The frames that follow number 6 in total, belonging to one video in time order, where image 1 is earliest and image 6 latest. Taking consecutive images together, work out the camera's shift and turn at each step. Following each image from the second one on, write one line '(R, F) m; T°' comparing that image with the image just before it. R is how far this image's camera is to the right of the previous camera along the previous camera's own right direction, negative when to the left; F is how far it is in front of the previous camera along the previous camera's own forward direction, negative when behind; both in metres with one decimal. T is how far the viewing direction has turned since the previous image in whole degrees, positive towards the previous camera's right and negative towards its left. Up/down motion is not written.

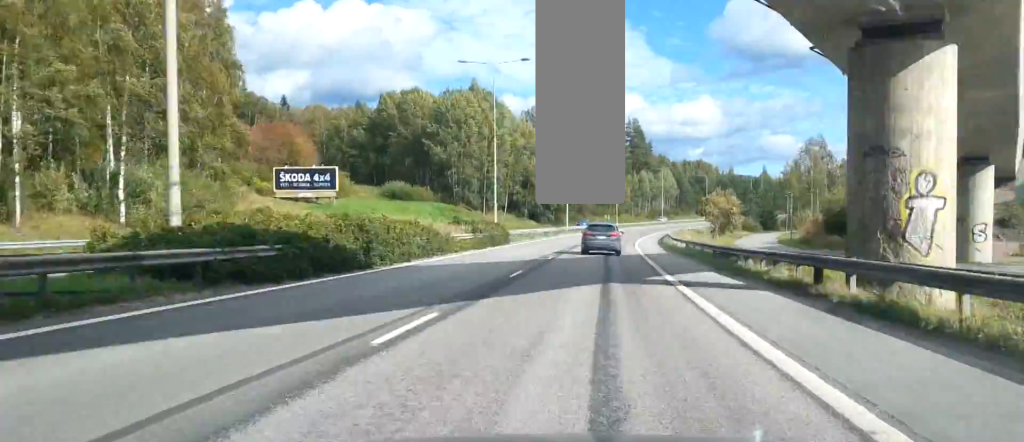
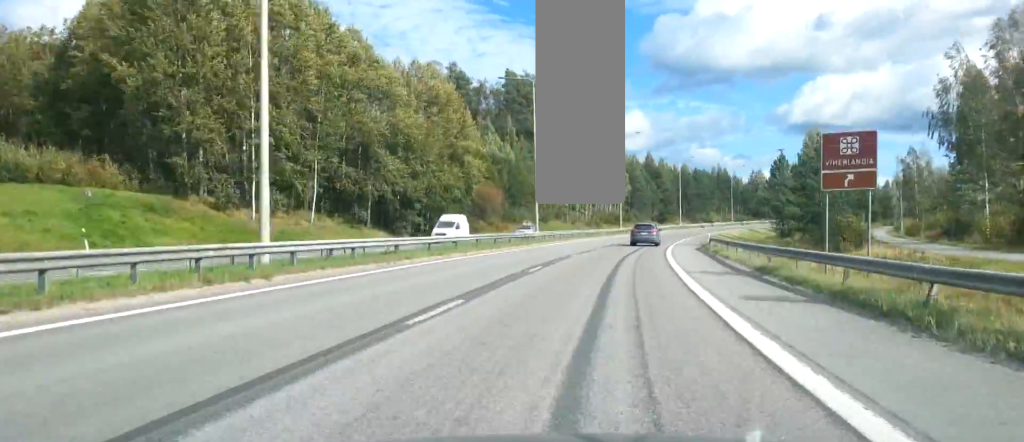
(+2.7, +86.5) m; +6°
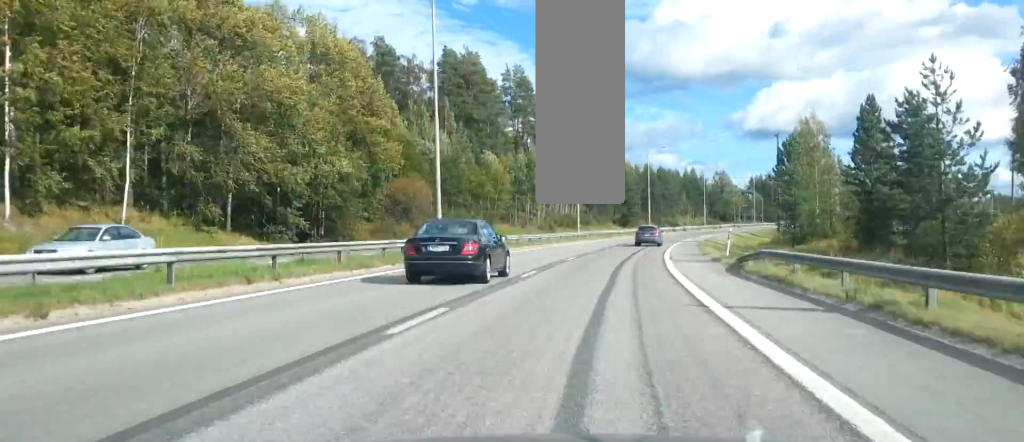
(+1.0, +25.3) m; +3°
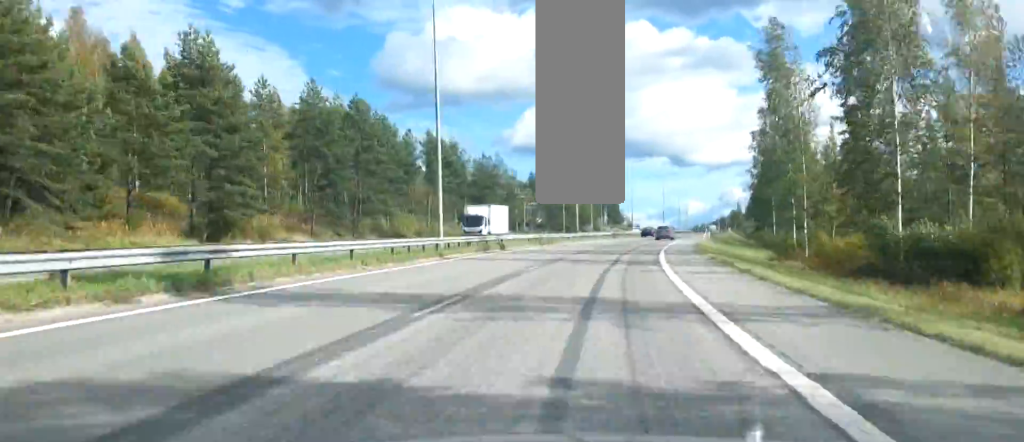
(+17.9, +126.2) m; +15°
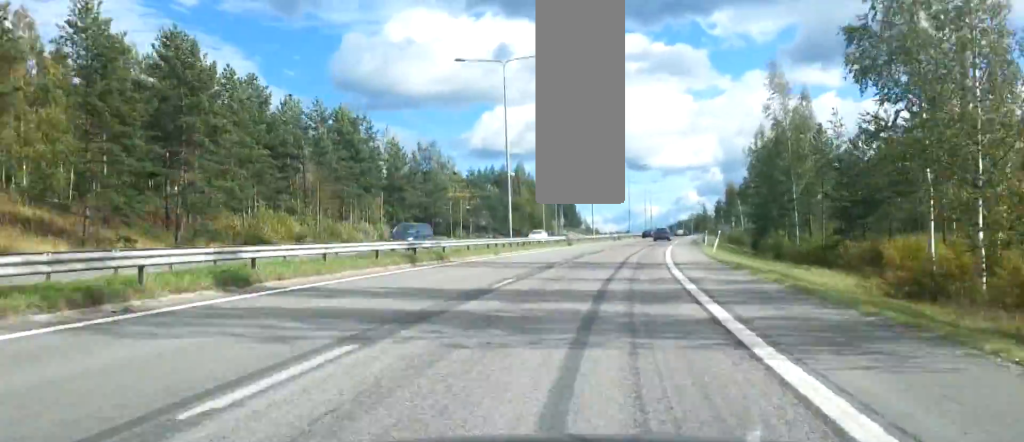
(+0.1, +29.1) m; +3°
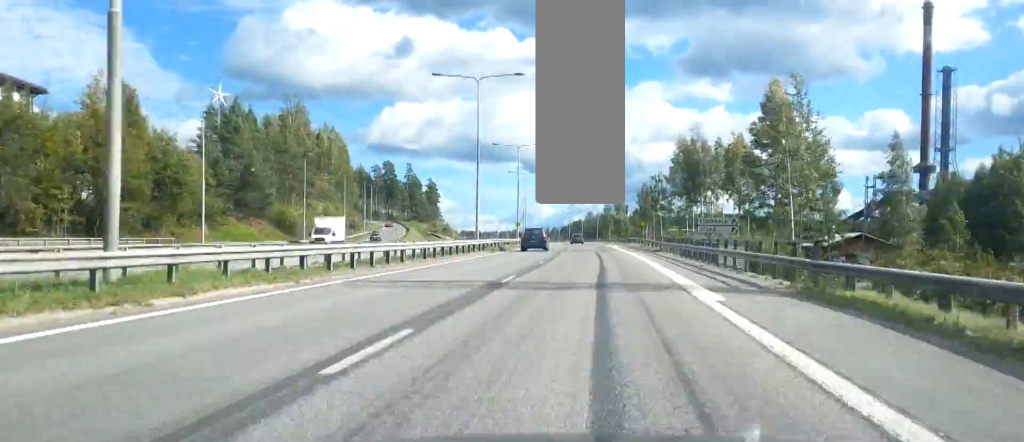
(+7.5, +127.2) m; +4°
